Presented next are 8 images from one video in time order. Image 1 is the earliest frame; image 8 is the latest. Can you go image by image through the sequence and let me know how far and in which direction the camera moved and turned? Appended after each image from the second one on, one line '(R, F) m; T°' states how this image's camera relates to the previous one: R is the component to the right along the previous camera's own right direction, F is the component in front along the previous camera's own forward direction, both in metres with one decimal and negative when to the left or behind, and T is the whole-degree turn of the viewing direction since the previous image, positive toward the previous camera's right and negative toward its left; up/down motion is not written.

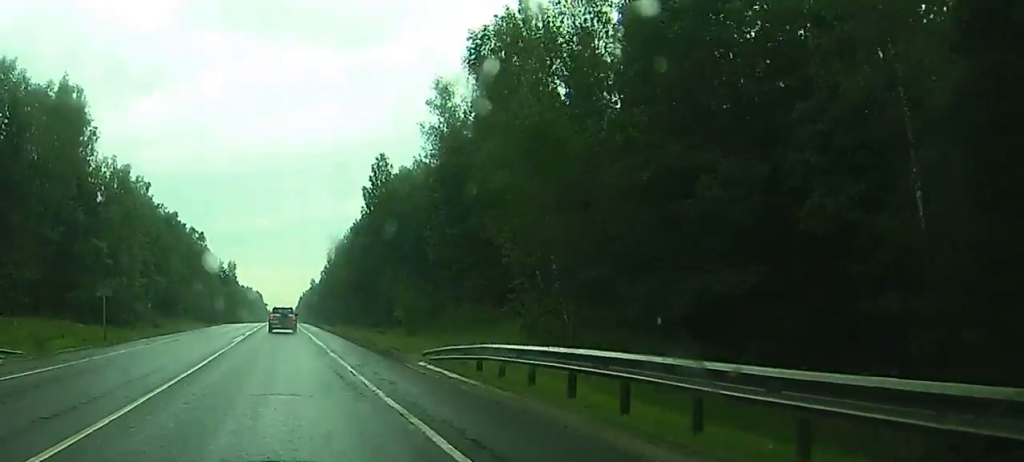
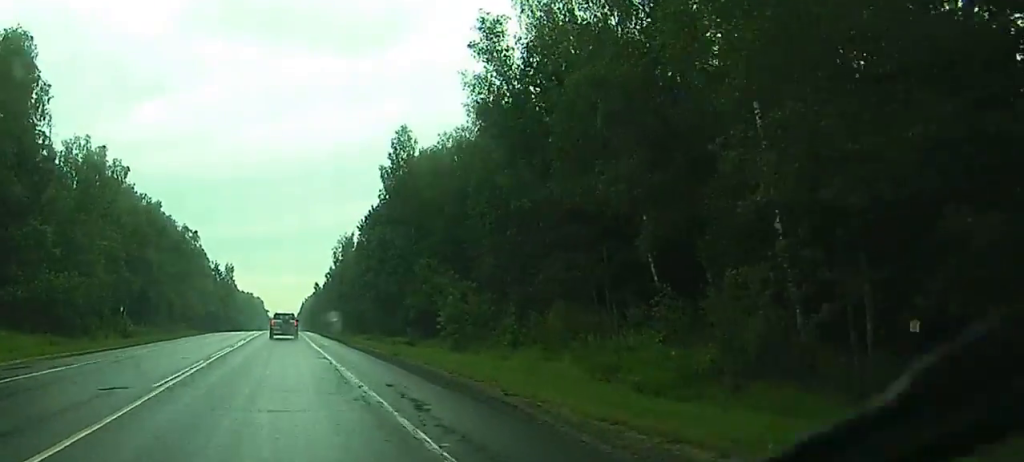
(+0.5, +23.1) m; +1°
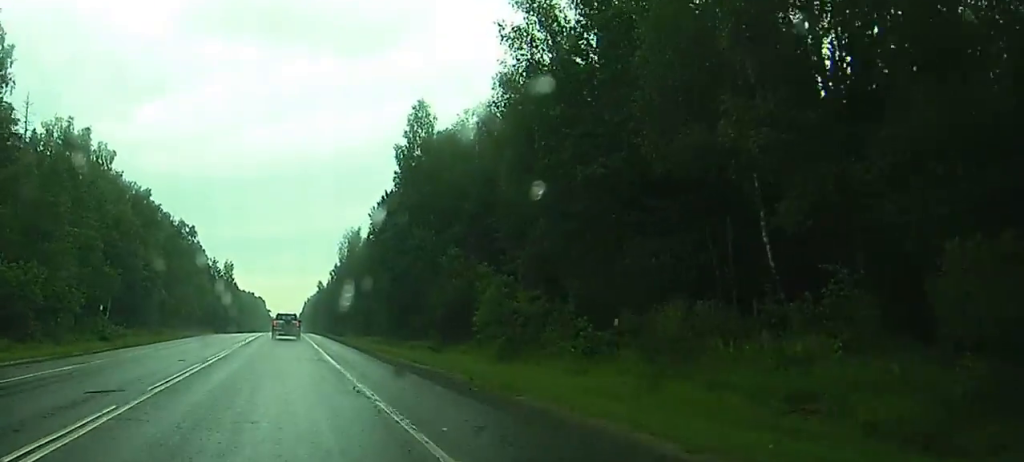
(+0.5, +12.9) m; +1°
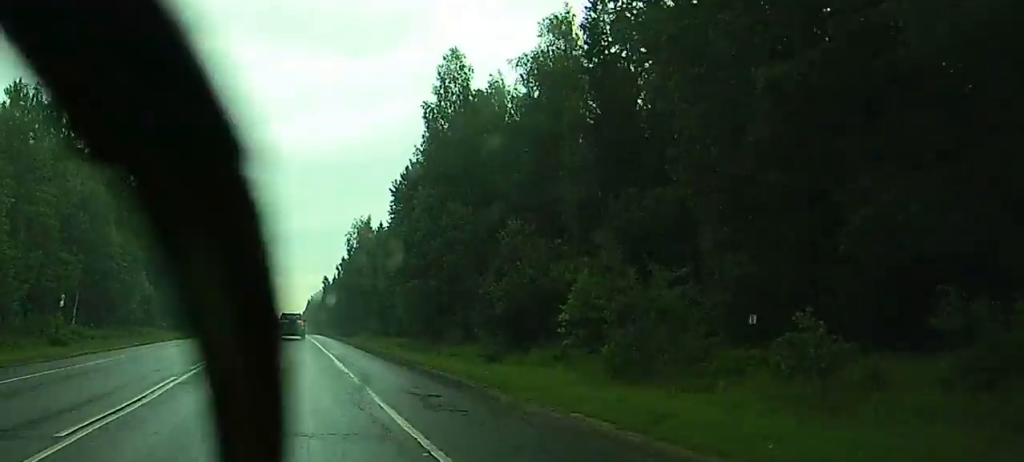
(-0.6, +18.1) m; -1°
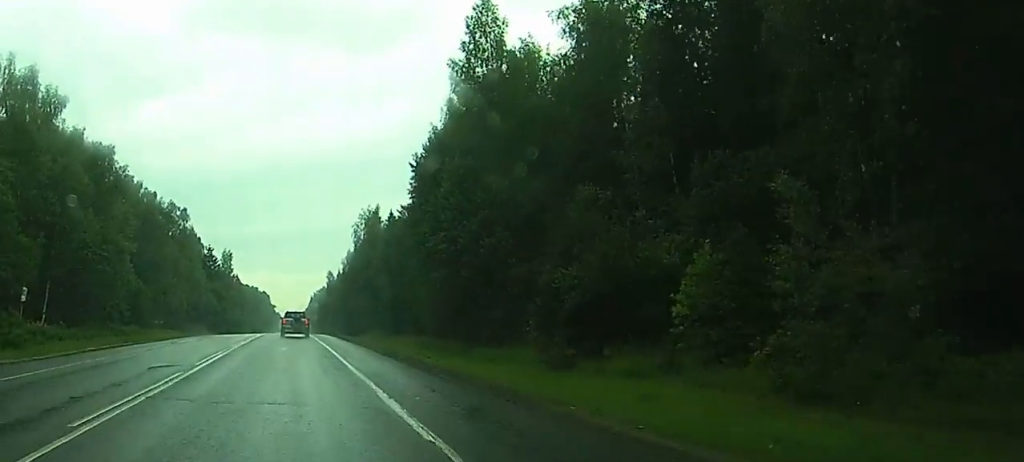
(-0.1, +12.1) m; -1°
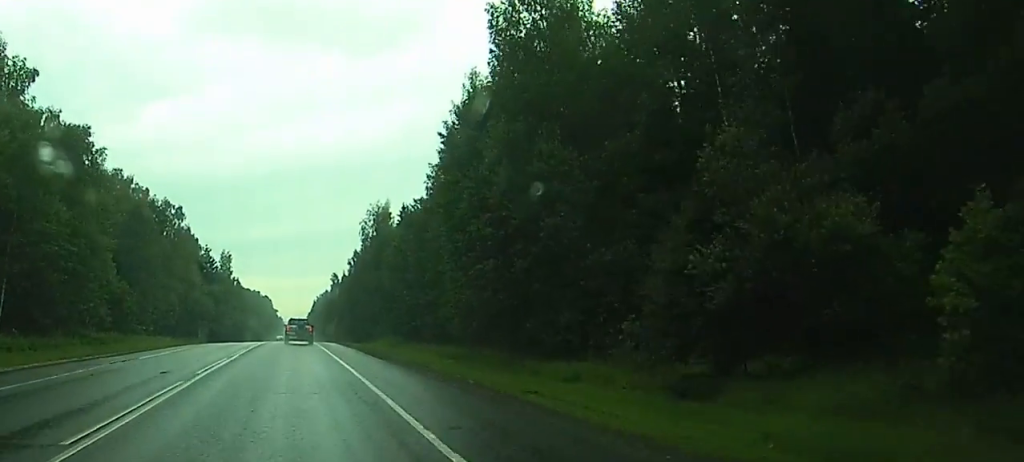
(-0.1, +12.9) m; 0°
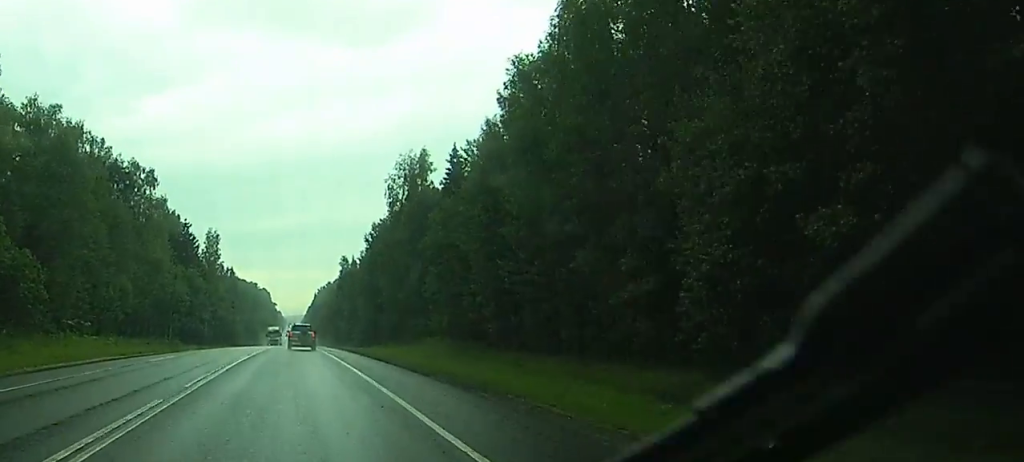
(-0.1, +40.5) m; 0°
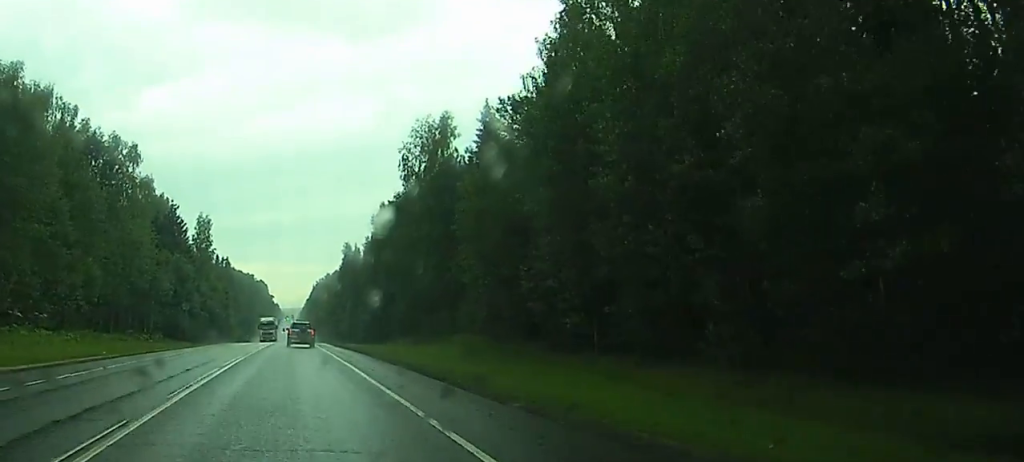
(-0.1, +15.5) m; 0°
